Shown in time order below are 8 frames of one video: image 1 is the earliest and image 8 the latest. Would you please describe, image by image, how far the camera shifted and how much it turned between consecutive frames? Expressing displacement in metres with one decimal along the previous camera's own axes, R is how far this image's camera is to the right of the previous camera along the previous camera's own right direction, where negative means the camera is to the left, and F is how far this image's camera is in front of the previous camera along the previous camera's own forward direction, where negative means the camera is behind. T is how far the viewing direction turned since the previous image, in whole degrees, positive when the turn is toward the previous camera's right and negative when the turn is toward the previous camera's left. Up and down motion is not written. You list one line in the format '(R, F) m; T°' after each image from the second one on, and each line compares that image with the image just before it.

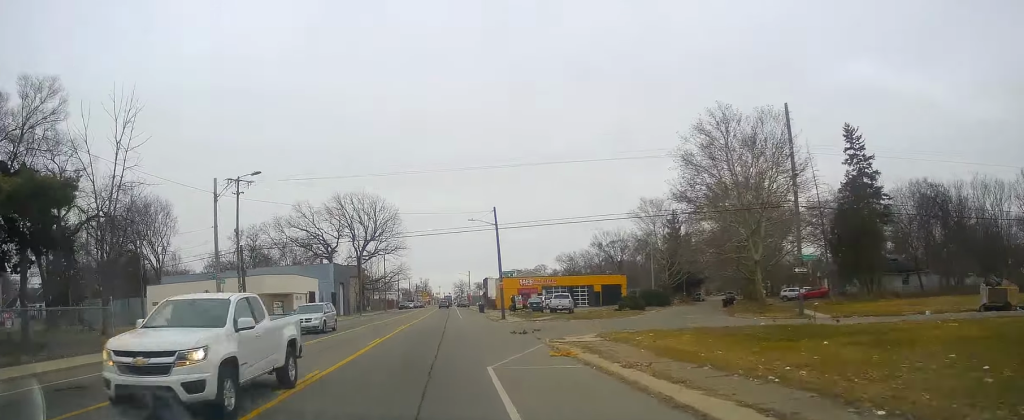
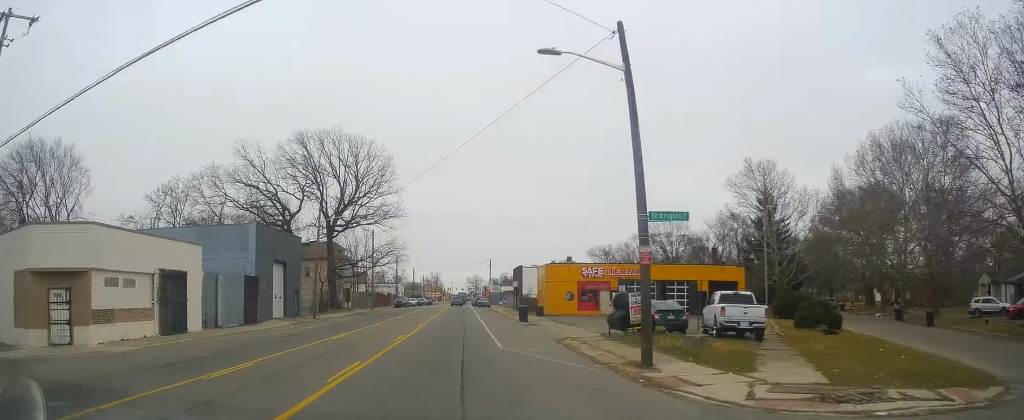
(-0.1, +34.6) m; +2°
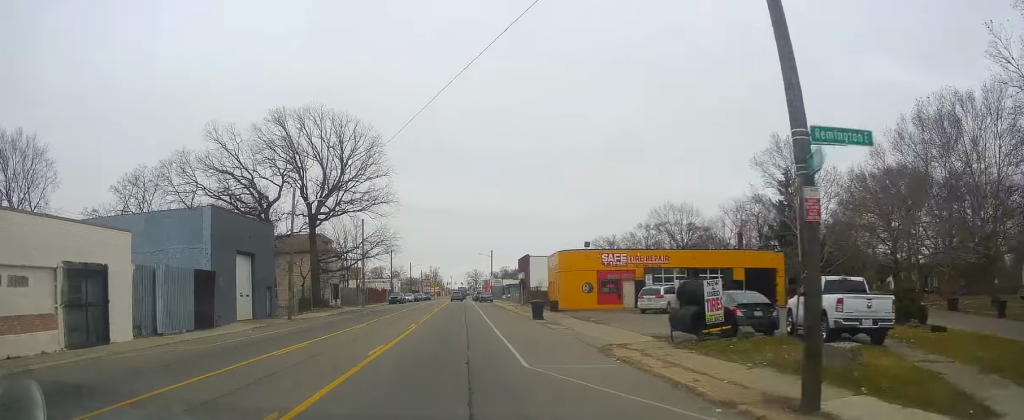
(+0.1, +7.7) m; 0°
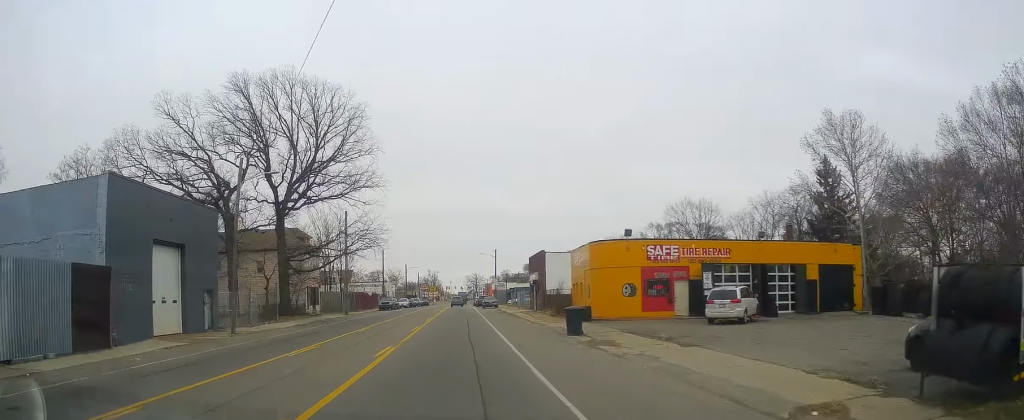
(+0.3, +11.3) m; -1°
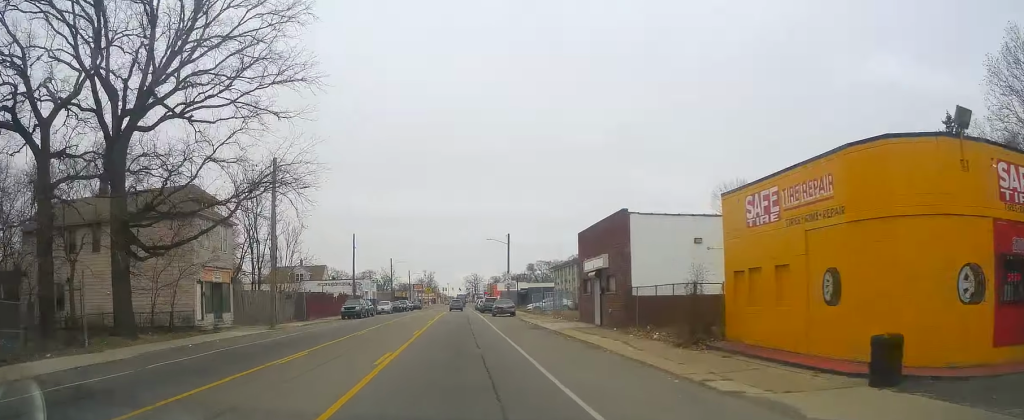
(-0.7, +26.5) m; 0°
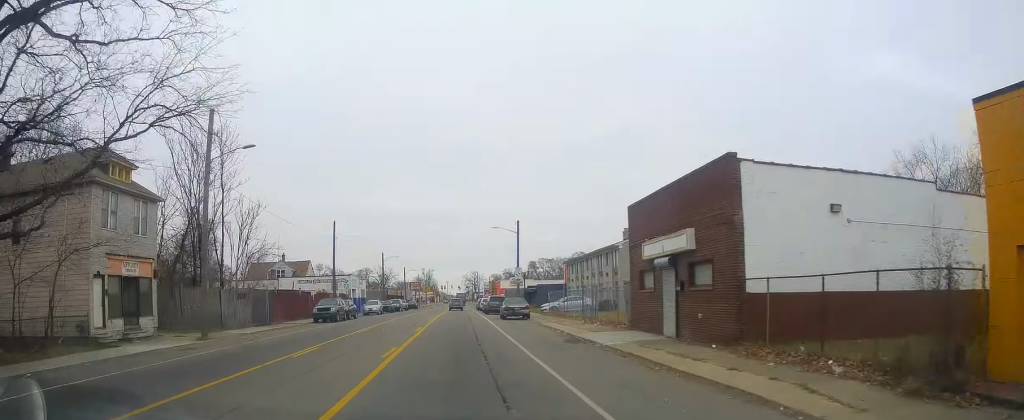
(+0.1, +11.2) m; +1°
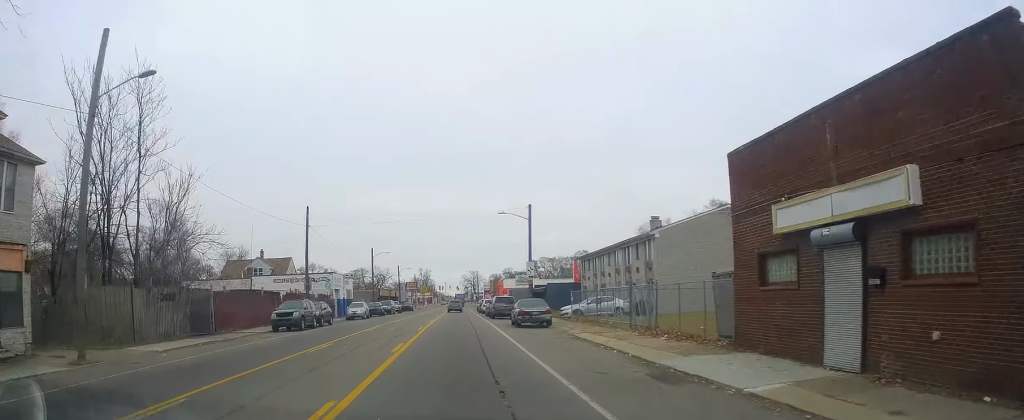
(+0.1, +10.3) m; -2°
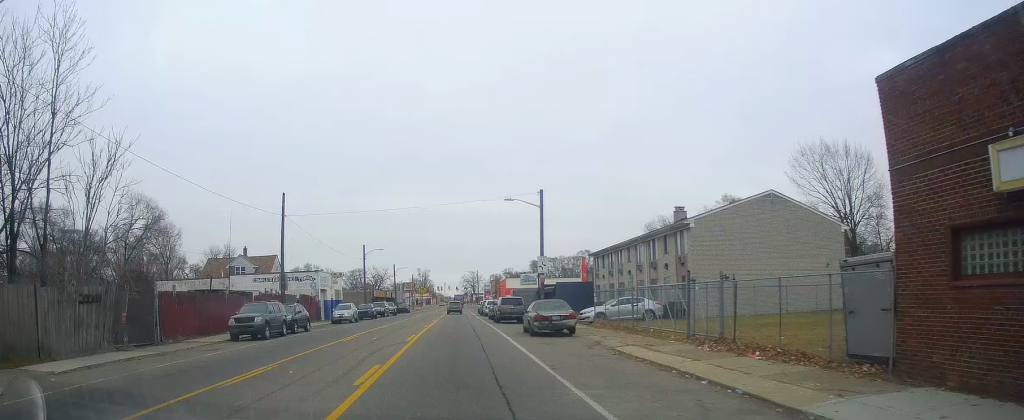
(+0.1, +6.9) m; -1°
